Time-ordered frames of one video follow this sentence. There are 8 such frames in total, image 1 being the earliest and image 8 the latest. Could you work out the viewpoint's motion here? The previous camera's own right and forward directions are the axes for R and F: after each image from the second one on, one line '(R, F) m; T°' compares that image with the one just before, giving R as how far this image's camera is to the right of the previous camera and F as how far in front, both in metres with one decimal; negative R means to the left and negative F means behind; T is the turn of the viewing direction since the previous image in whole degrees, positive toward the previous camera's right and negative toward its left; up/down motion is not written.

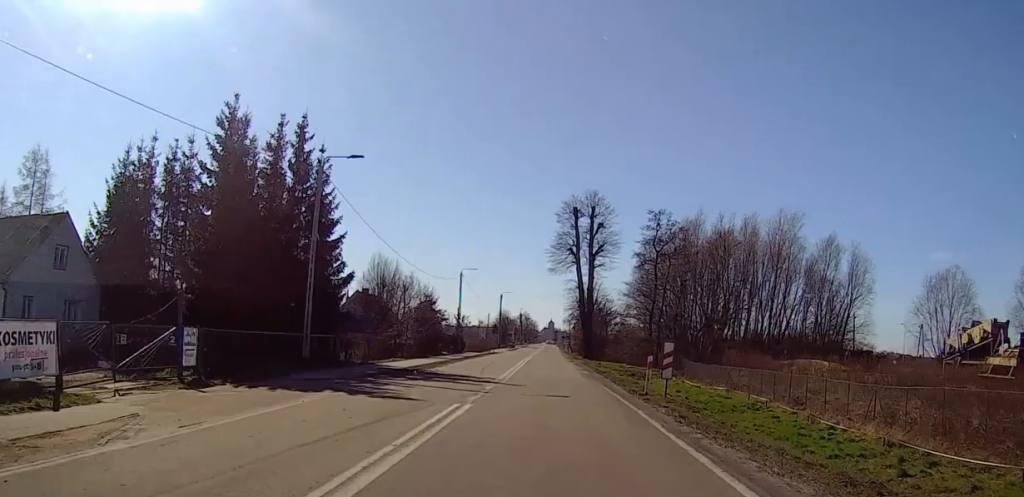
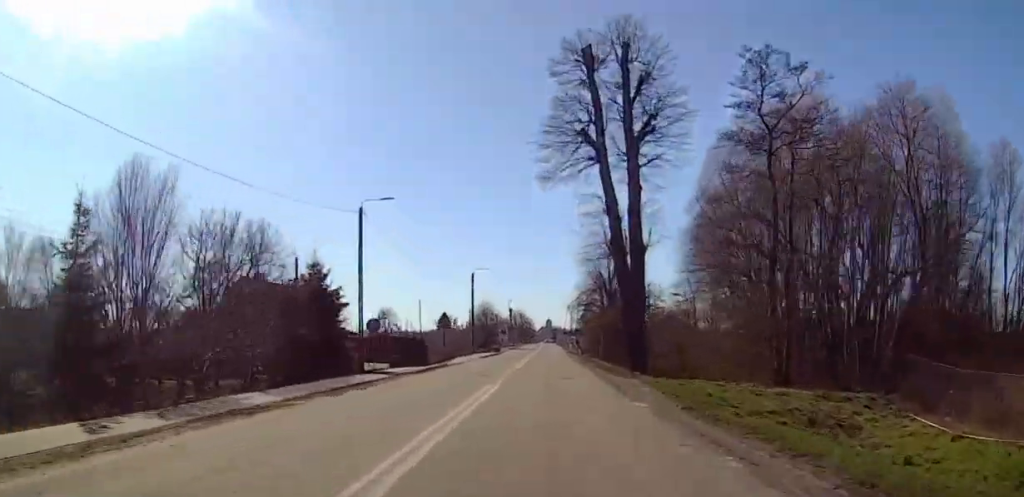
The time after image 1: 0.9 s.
(-1.2, +36.7) m; -2°
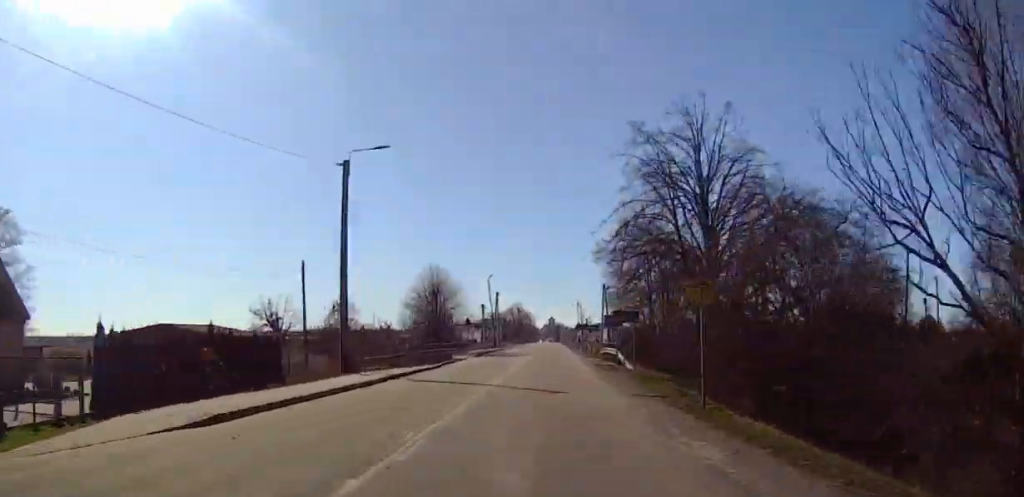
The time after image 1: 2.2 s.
(+0.2, +44.4) m; 0°
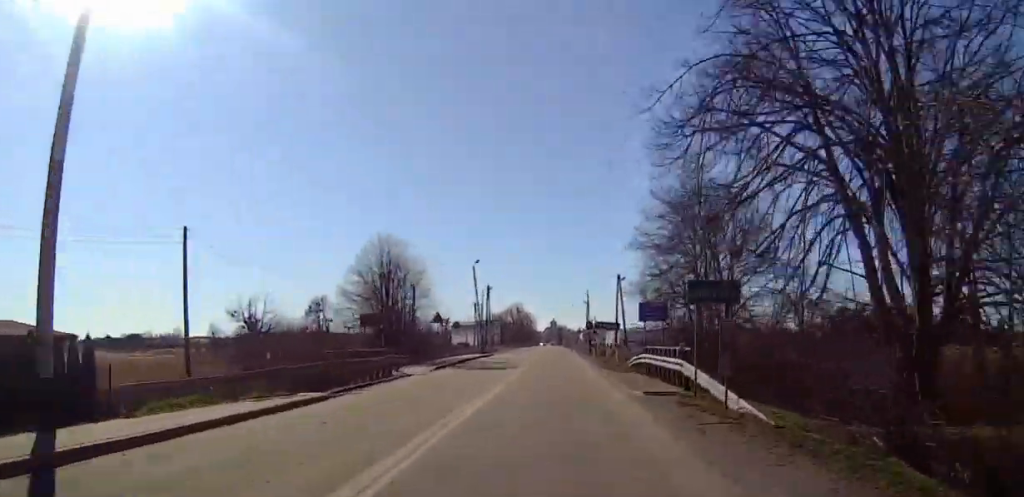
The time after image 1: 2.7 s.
(0.0, +16.5) m; 0°
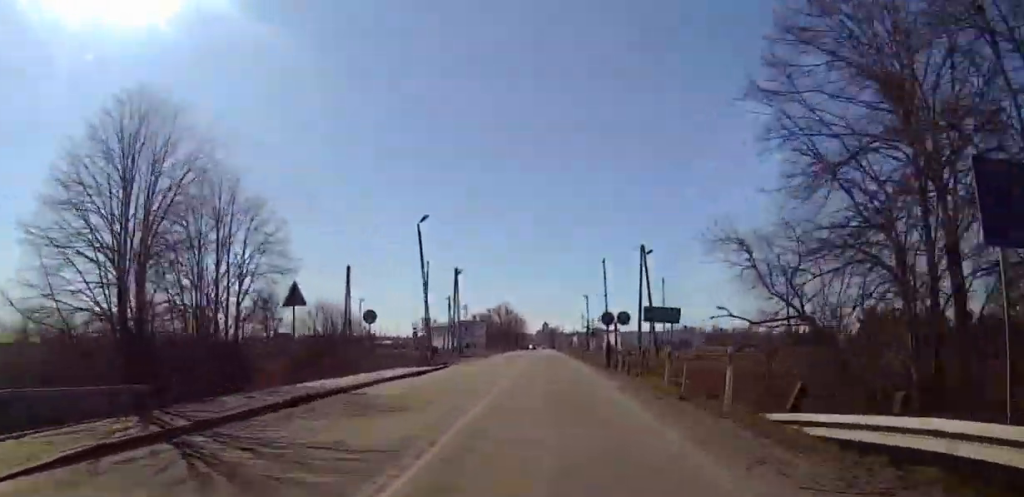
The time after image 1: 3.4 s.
(0.0, +22.6) m; 0°
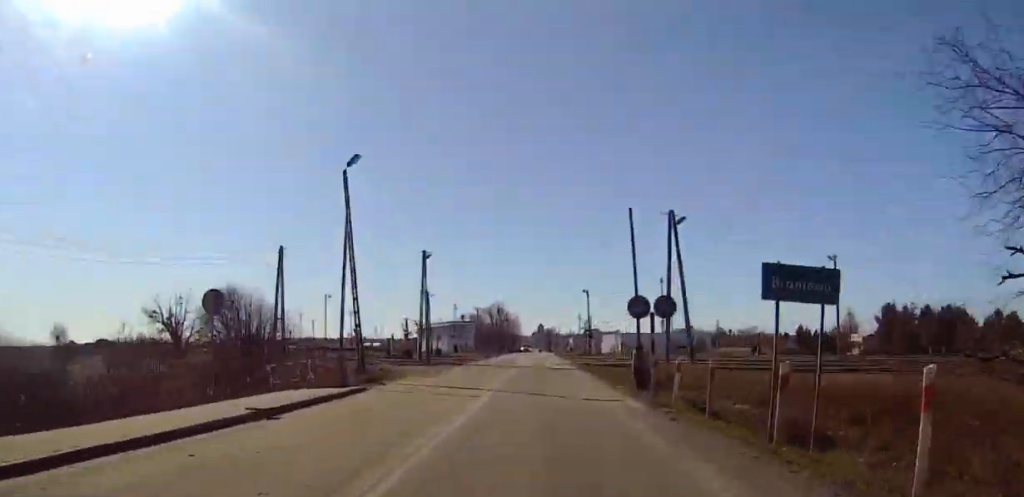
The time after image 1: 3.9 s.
(0.0, +12.6) m; 0°
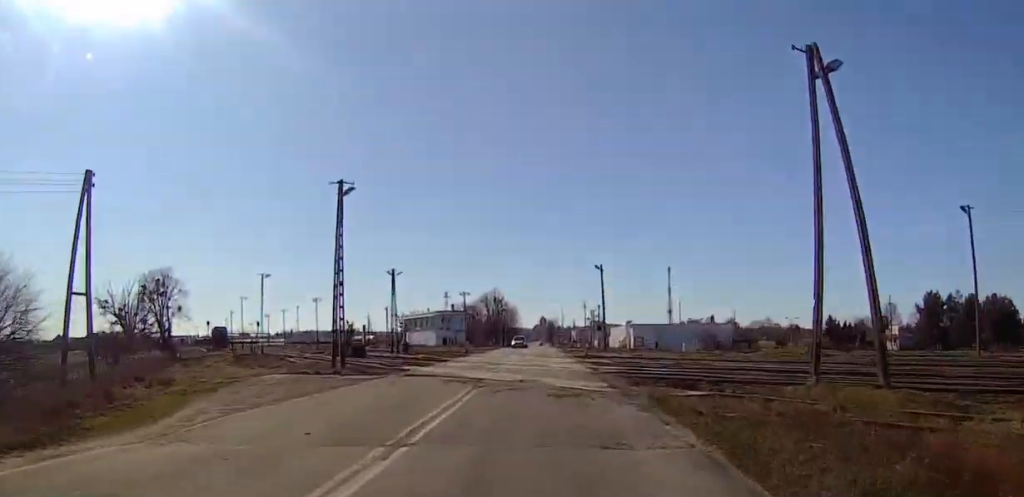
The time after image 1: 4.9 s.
(-0.1, +20.3) m; 0°
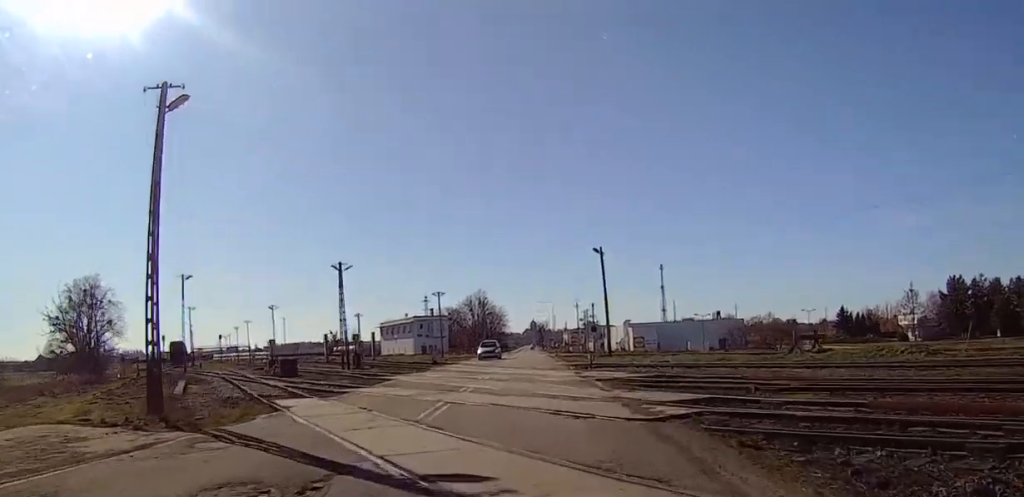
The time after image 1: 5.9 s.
(0.0, +16.4) m; +1°
